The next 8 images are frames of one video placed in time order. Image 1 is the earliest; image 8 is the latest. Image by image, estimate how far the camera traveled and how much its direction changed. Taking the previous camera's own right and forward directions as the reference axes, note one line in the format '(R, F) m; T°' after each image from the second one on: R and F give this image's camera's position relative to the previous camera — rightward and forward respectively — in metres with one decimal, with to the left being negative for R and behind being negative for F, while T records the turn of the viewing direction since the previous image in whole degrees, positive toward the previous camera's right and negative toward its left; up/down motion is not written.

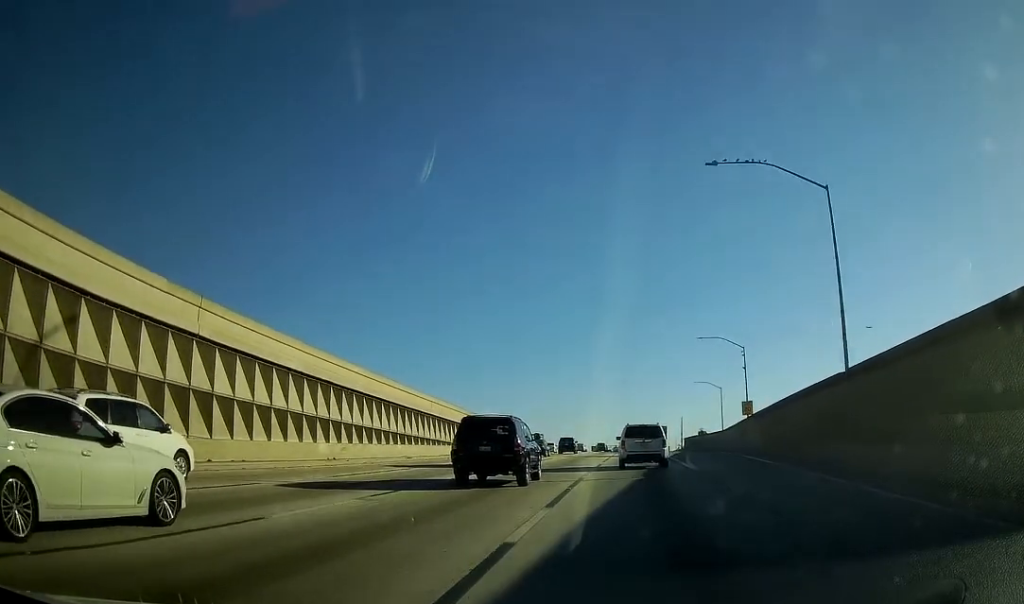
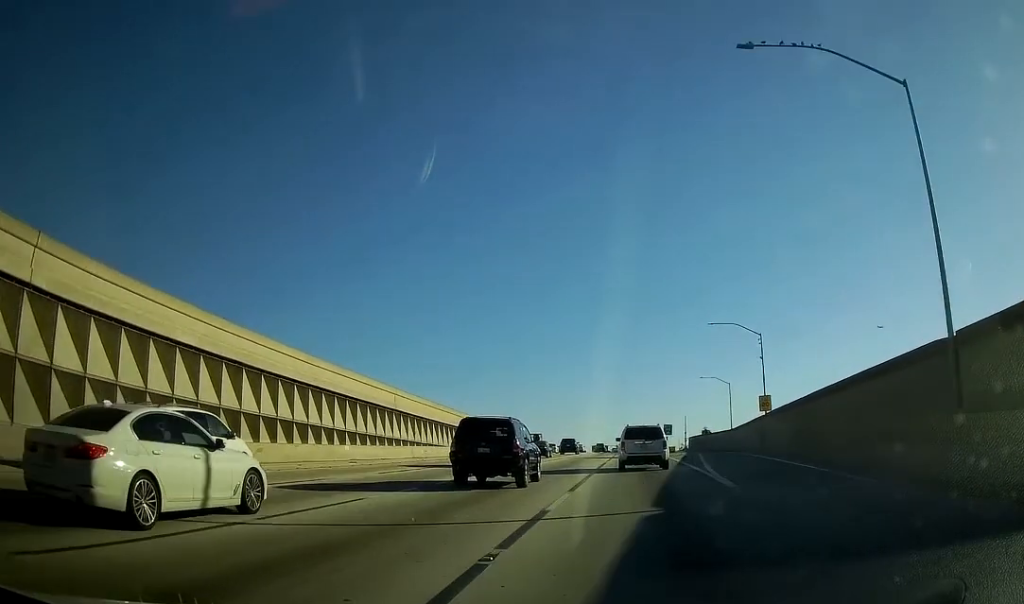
(-0.1, +10.3) m; +1°
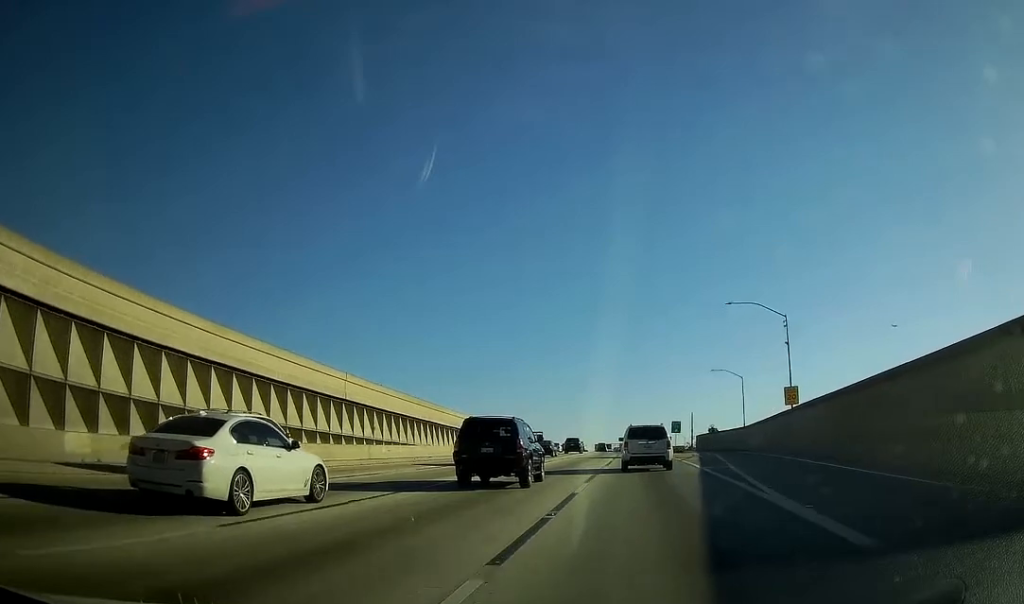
(+0.4, +10.8) m; +1°
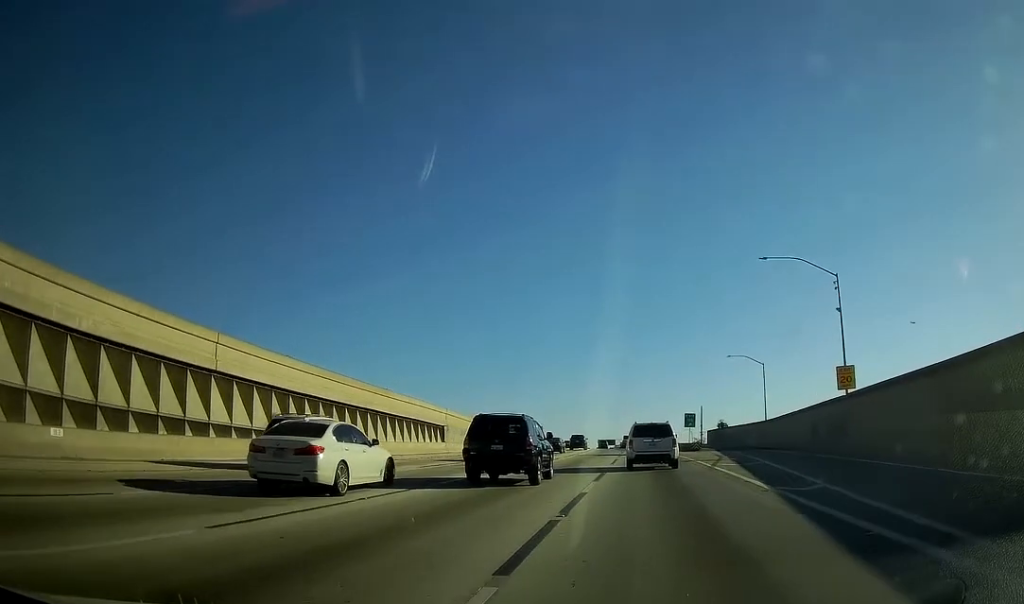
(+0.2, +15.4) m; 0°
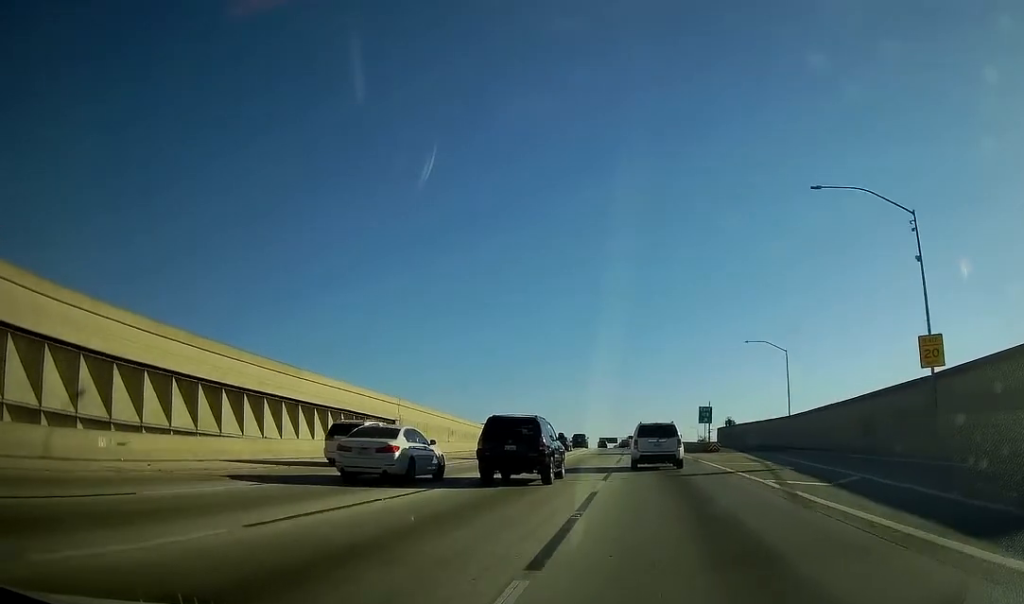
(0.0, +13.9) m; -1°
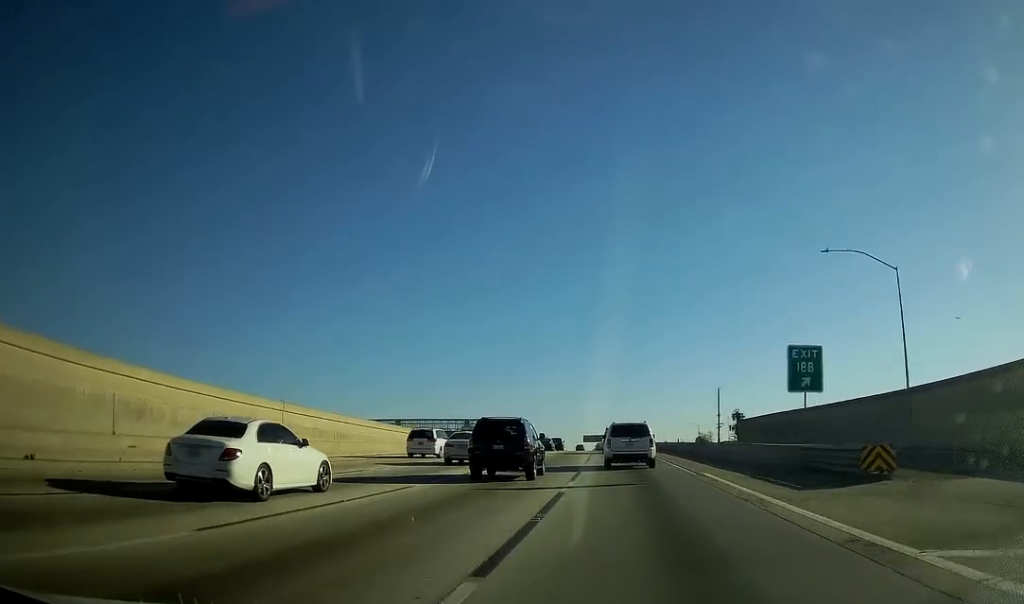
(-1.5, +43.9) m; -1°
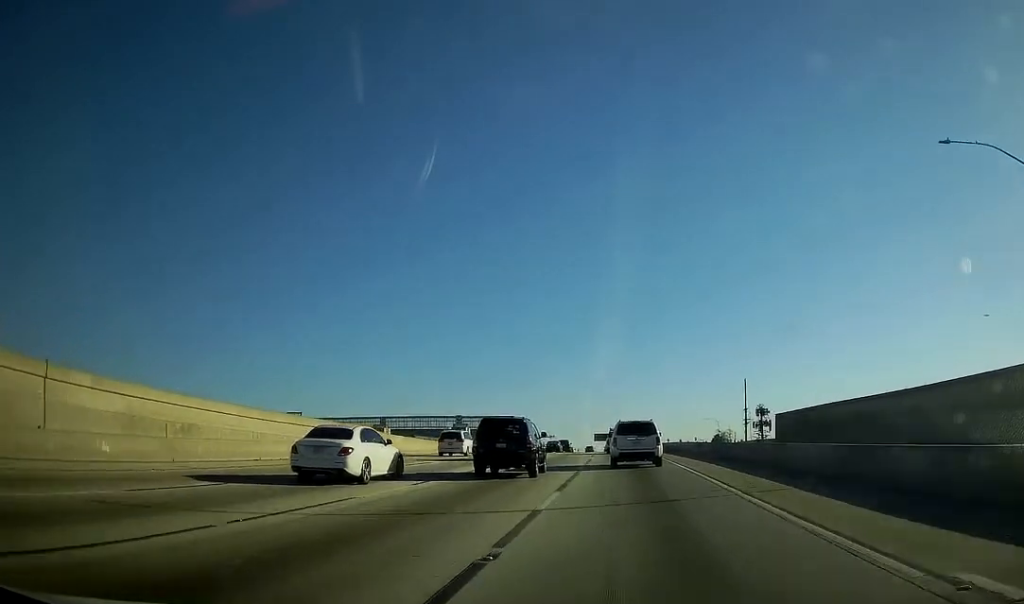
(+0.2, +18.6) m; +2°
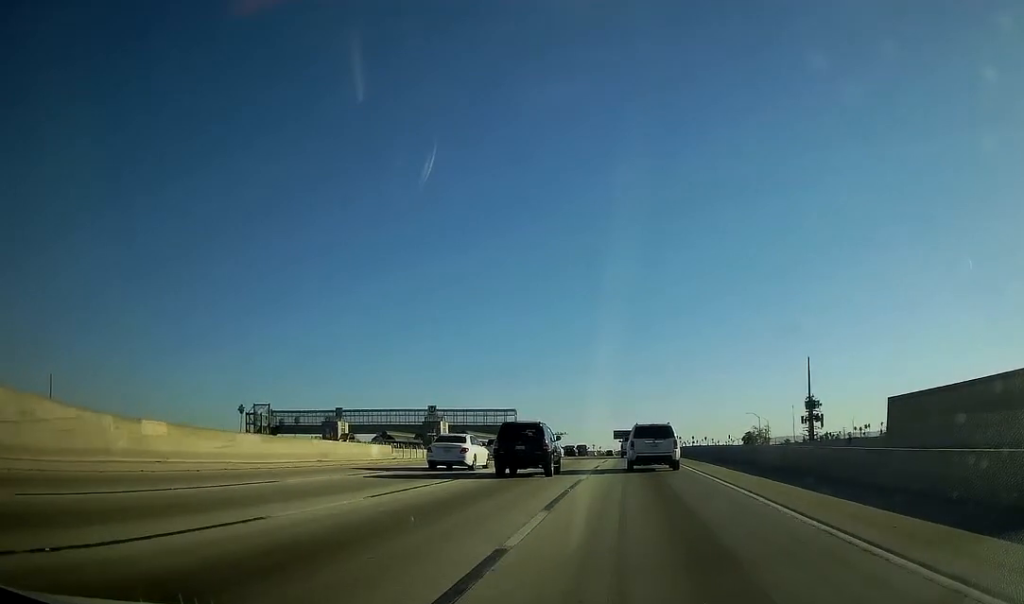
(+0.7, +33.4) m; -1°
